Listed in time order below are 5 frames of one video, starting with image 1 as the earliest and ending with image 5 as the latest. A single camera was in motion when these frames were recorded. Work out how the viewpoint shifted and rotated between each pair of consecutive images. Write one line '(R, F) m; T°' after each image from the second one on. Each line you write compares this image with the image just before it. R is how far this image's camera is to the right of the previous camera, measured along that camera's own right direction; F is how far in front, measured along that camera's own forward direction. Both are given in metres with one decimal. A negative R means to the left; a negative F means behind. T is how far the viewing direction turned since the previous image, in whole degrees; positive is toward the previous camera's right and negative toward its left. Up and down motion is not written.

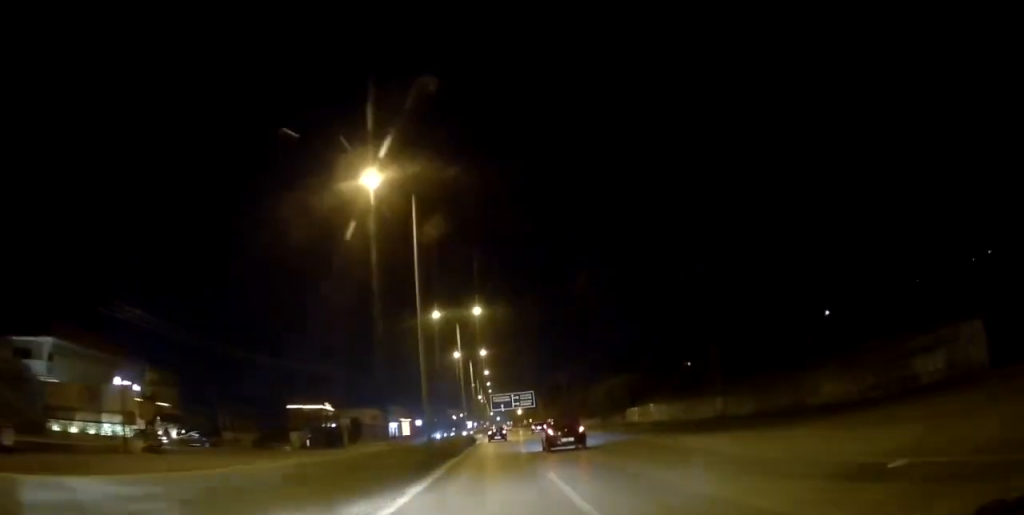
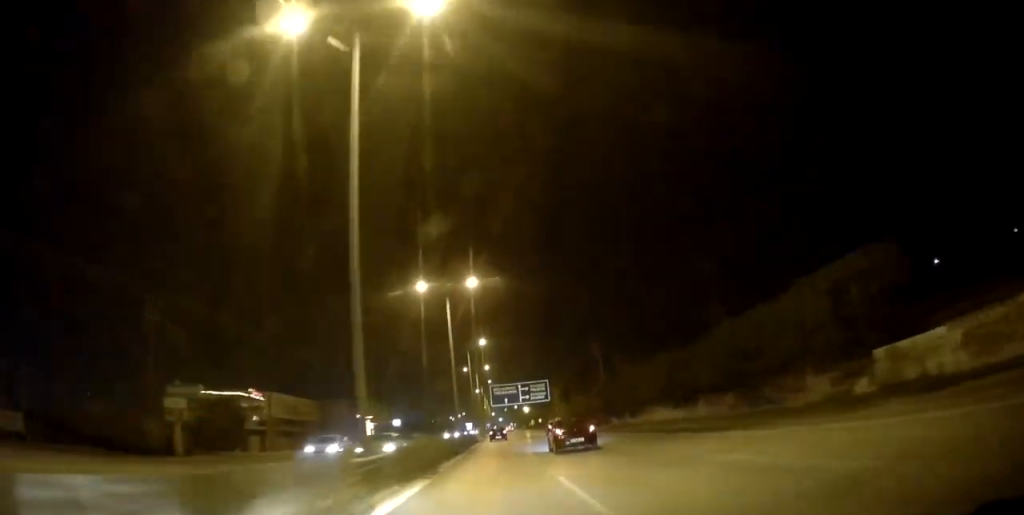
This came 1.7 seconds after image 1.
(+0.9, +45.8) m; -1°
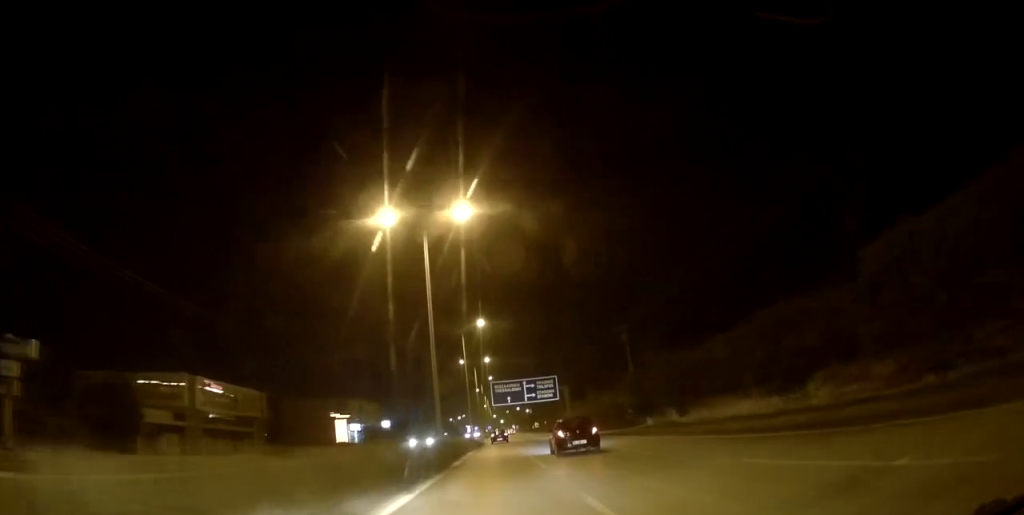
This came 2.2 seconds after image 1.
(-0.2, +16.0) m; -1°
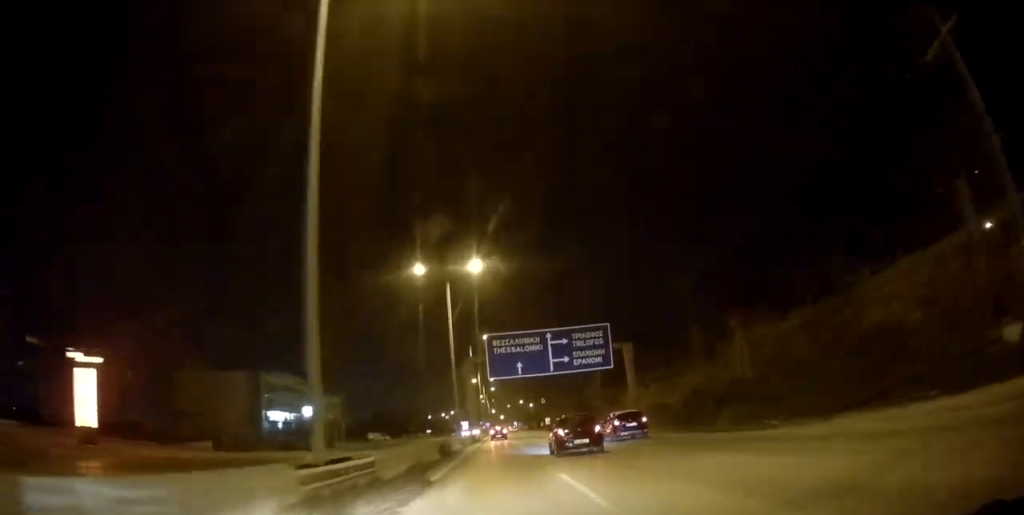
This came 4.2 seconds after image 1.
(+0.3, +51.8) m; +1°
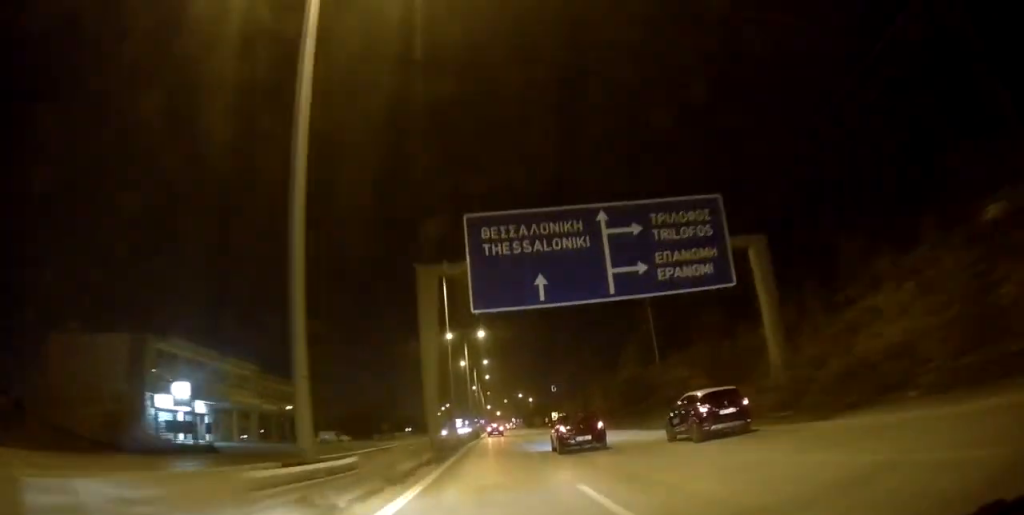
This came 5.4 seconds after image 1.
(+0.2, +30.6) m; 0°
